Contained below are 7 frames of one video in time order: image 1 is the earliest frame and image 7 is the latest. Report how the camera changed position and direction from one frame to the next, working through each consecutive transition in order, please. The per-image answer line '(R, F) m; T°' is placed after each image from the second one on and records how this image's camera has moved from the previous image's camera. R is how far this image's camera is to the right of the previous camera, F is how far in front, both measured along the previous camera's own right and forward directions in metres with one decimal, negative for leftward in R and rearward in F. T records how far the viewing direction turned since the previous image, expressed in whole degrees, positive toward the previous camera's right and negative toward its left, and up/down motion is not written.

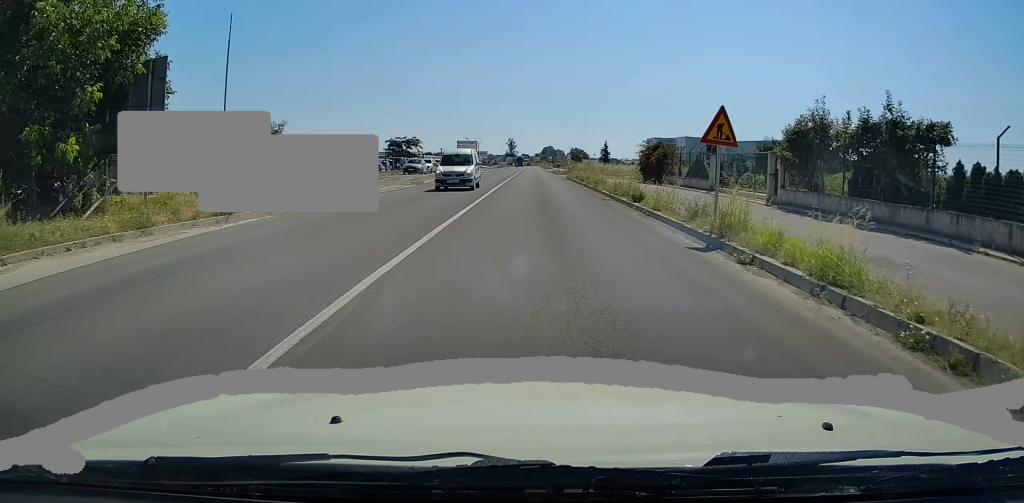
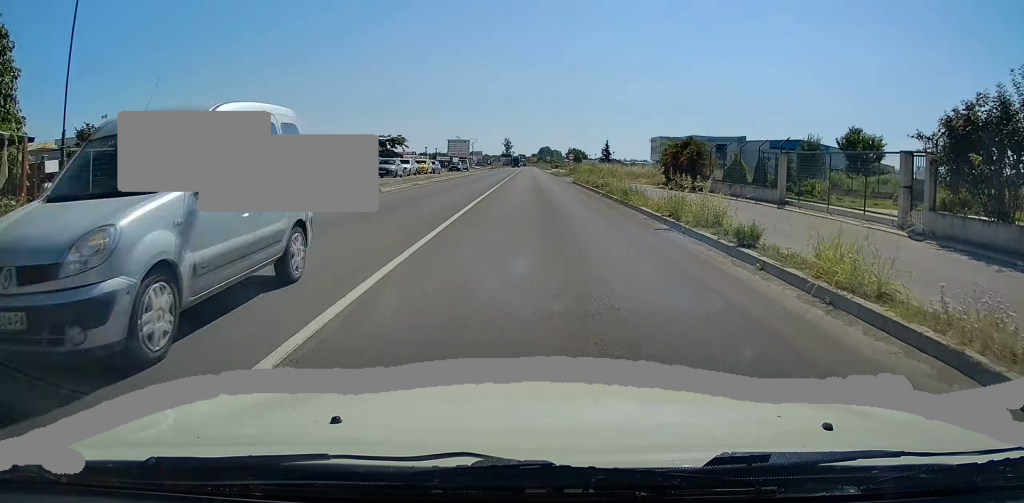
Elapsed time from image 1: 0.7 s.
(+0.1, +10.3) m; +1°
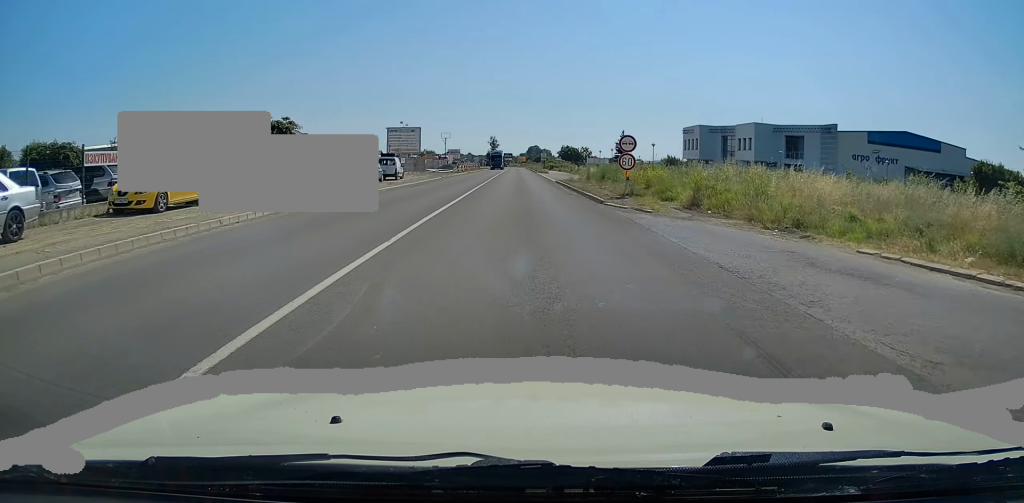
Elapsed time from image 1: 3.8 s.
(-0.5, +45.6) m; 0°
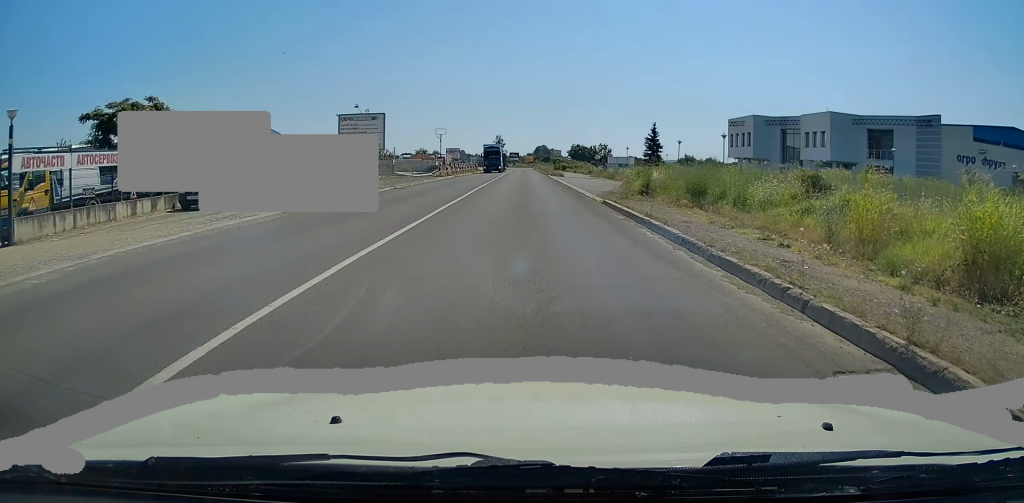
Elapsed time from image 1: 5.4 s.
(-0.1, +23.6) m; 0°
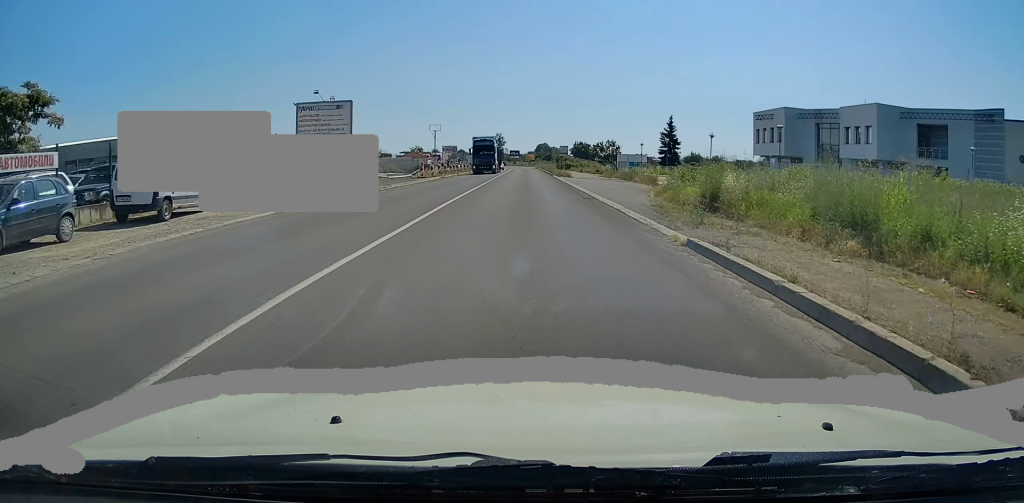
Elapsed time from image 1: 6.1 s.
(+0.3, +10.8) m; 0°
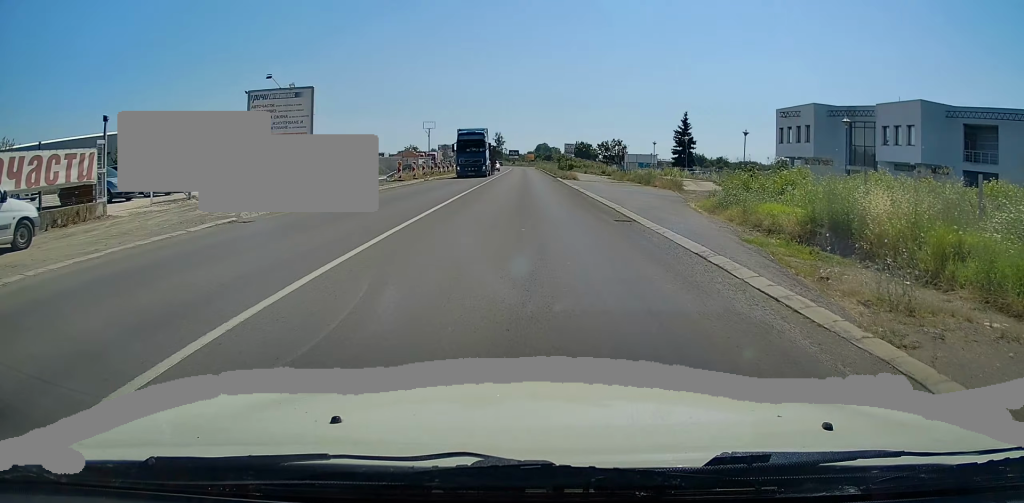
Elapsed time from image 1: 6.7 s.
(0.0, +8.4) m; 0°
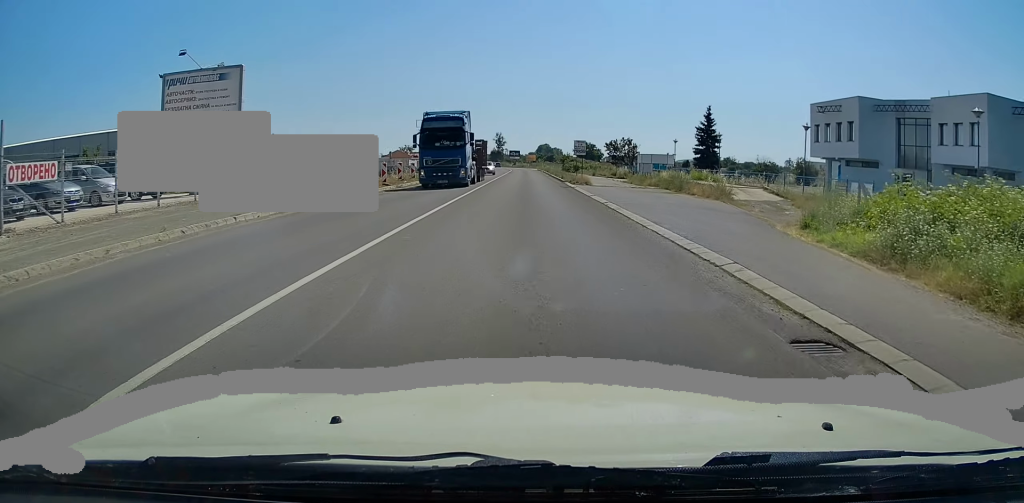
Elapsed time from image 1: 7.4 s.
(-0.3, +9.9) m; 0°
